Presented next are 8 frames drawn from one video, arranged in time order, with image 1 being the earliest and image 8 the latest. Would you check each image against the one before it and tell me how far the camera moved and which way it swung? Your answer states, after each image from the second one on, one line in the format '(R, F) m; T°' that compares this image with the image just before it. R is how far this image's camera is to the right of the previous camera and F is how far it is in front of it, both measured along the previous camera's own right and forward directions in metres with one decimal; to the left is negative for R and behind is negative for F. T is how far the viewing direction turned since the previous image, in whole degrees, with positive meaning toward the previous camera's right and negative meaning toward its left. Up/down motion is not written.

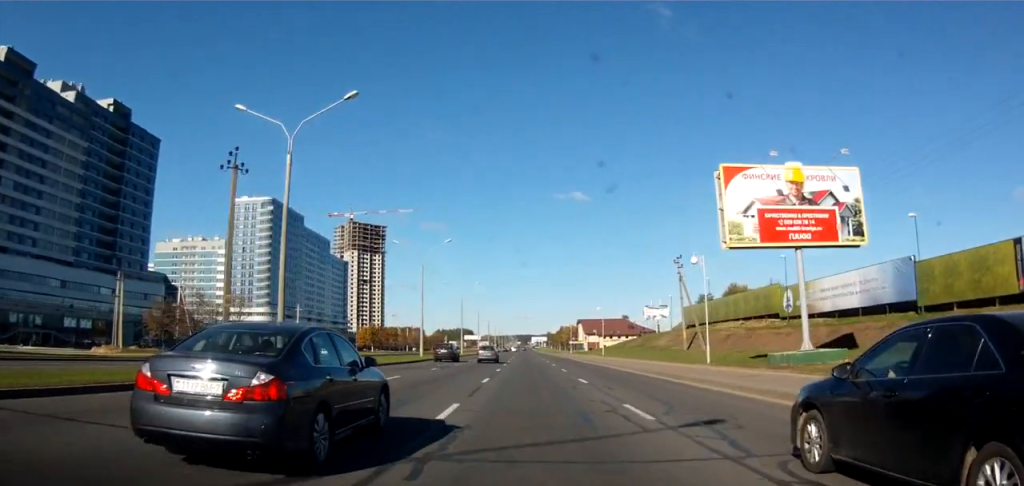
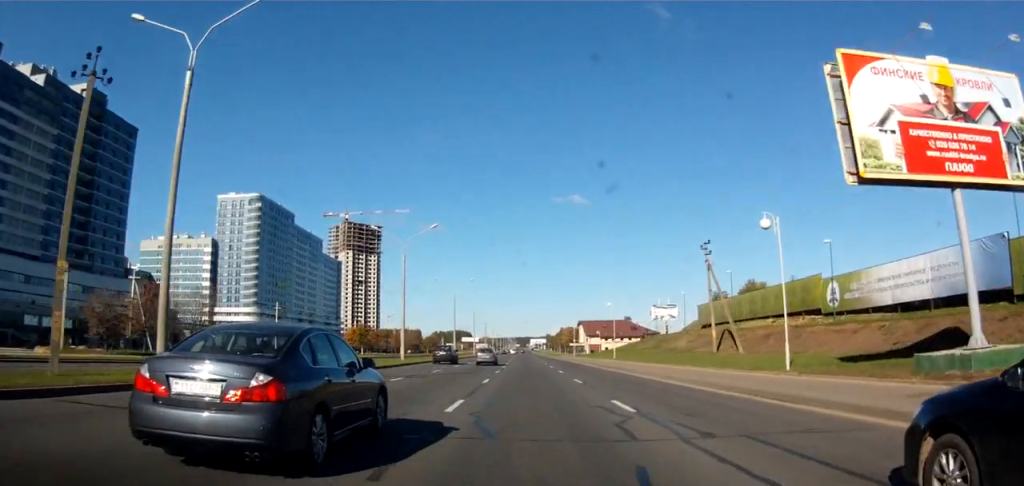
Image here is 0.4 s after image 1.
(0.0, +10.5) m; 0°
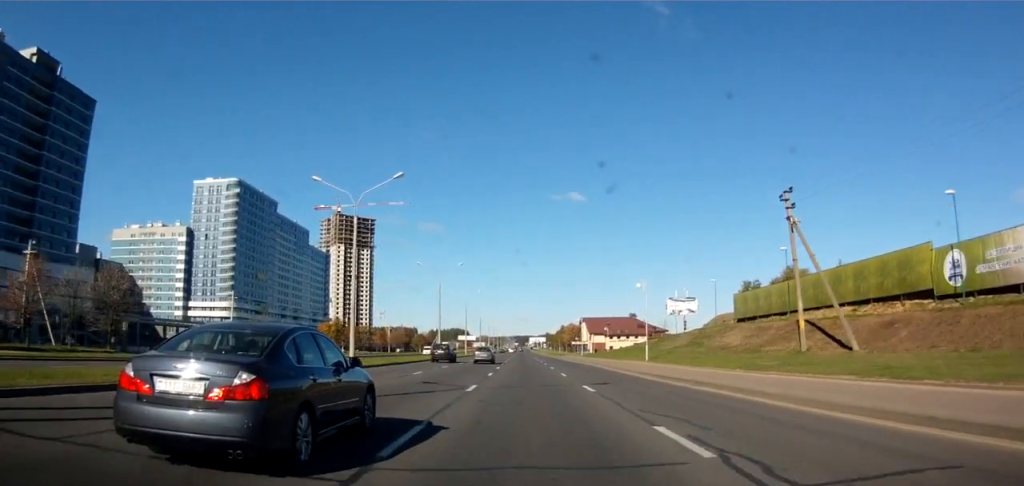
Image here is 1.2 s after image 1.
(+0.1, +17.3) m; 0°
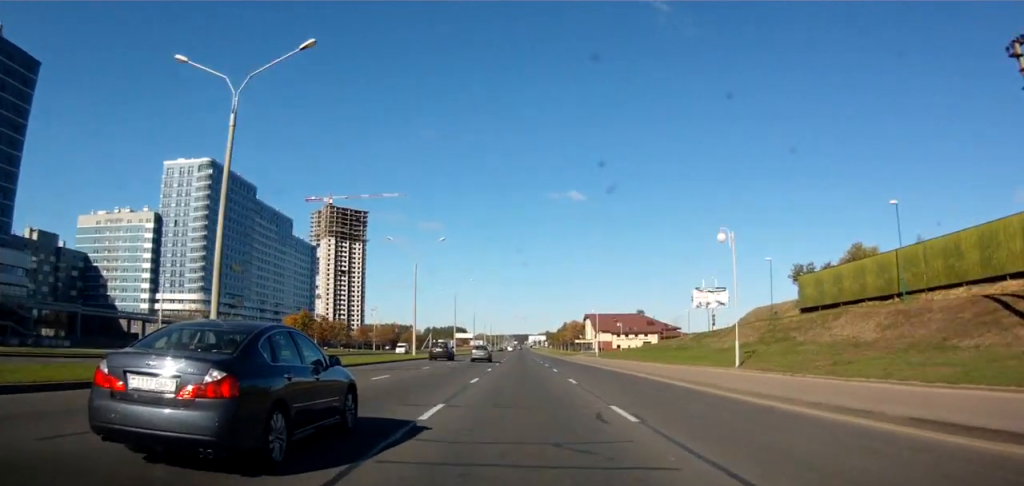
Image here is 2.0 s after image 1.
(0.0, +20.2) m; 0°
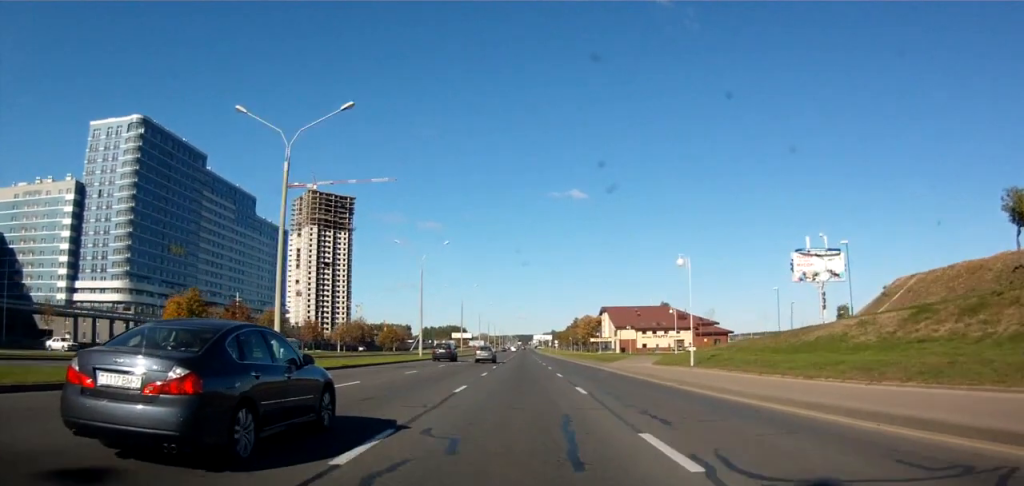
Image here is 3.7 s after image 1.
(-0.1, +40.6) m; 0°
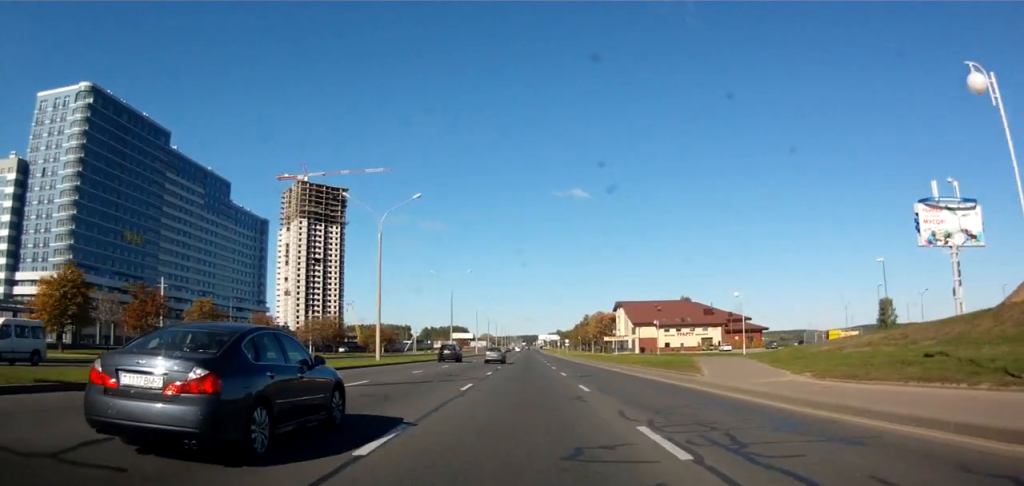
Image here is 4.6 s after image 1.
(0.0, +23.2) m; -1°
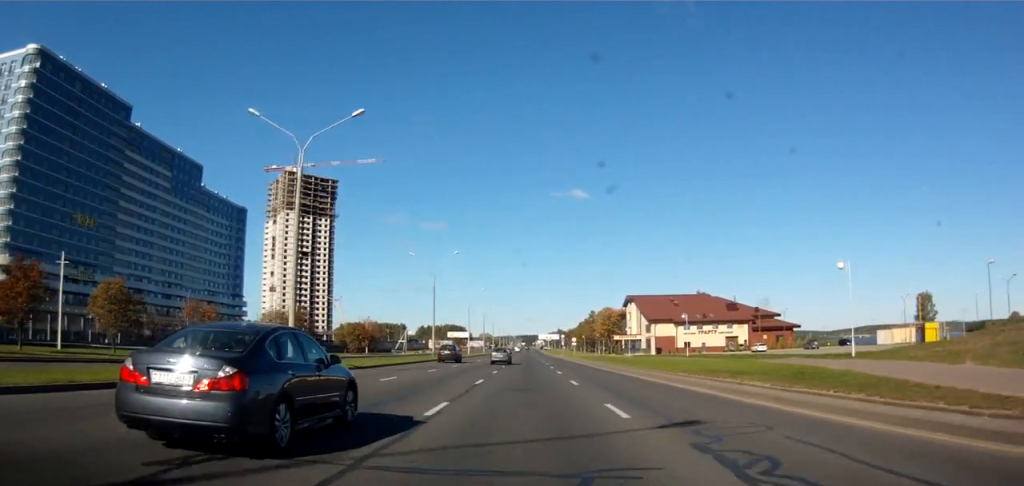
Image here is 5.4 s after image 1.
(-0.3, +19.3) m; -1°
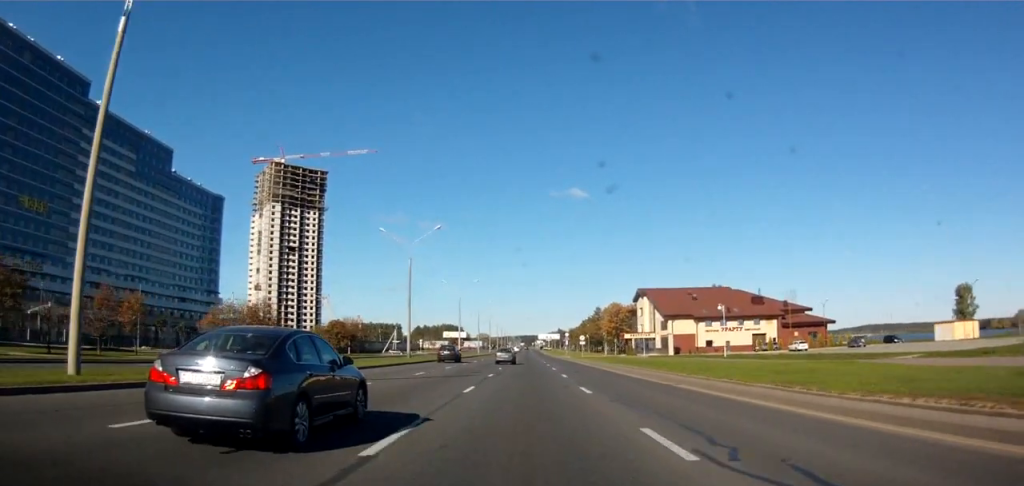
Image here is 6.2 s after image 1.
(0.0, +17.2) m; 0°
